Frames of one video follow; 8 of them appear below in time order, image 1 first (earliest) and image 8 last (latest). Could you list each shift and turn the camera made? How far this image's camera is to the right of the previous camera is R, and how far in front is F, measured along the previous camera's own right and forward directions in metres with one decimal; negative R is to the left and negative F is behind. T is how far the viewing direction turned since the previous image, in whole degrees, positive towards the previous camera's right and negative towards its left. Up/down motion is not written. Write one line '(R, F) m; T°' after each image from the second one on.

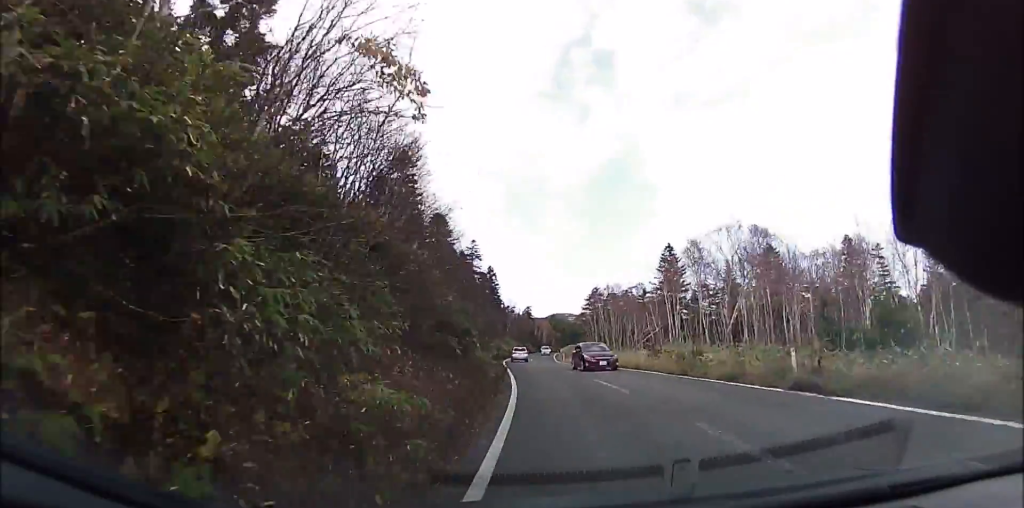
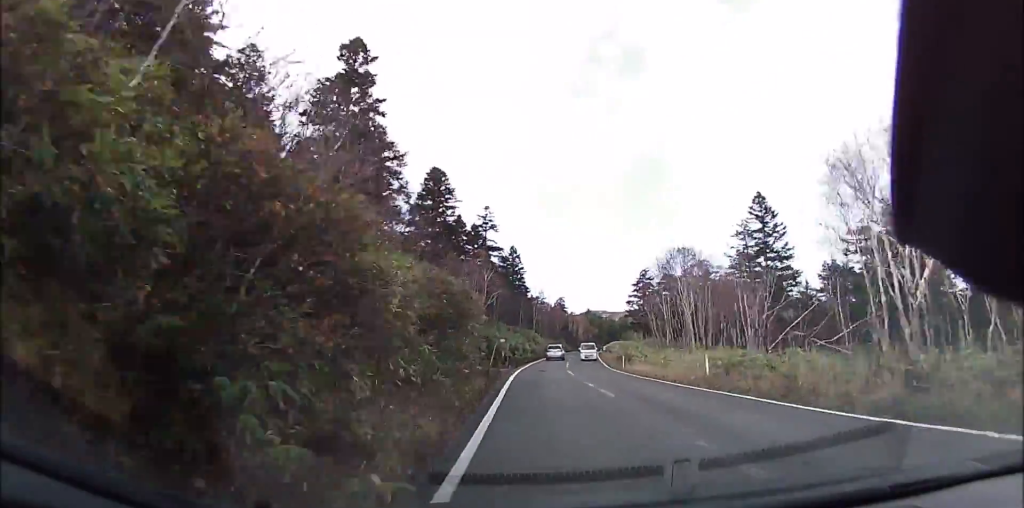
(-0.3, +20.8) m; -2°
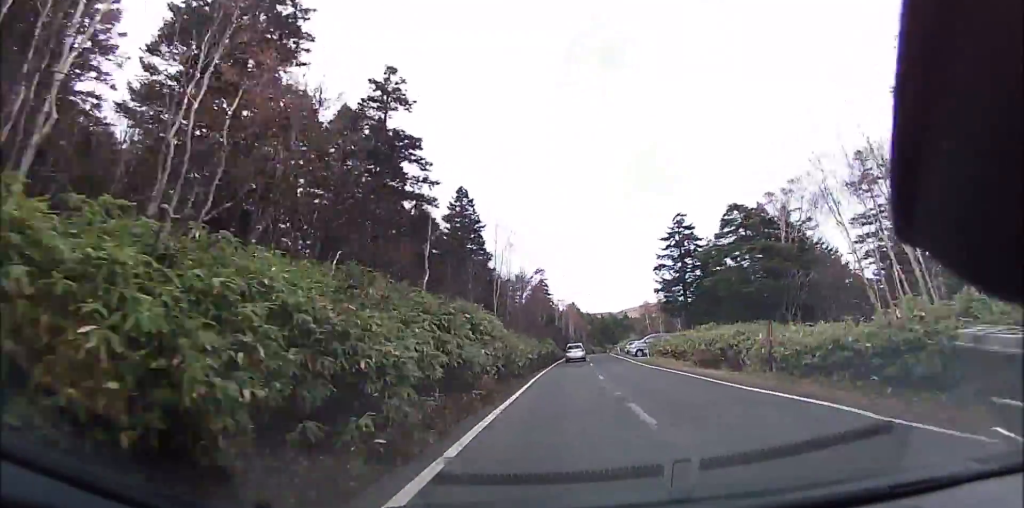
(-1.0, +34.6) m; -1°
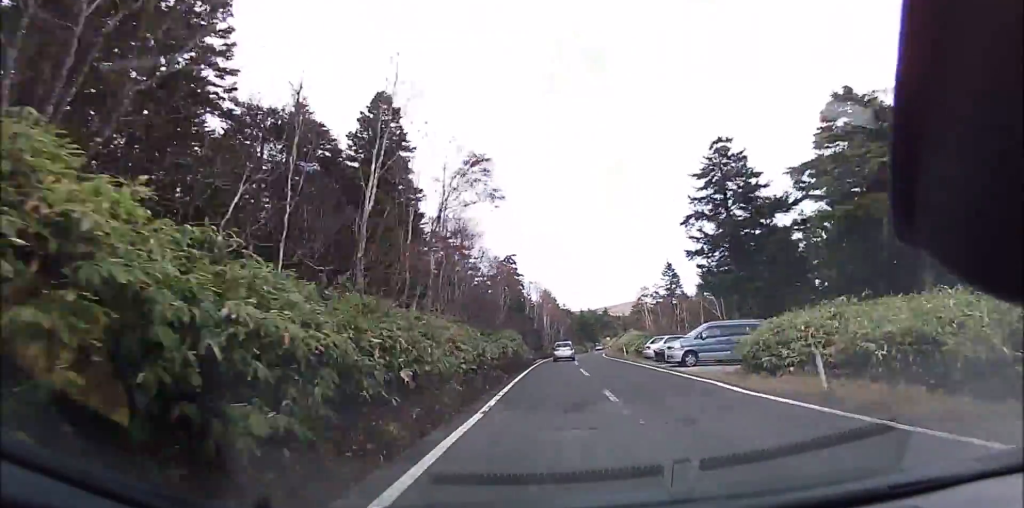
(+0.7, +18.8) m; +2°
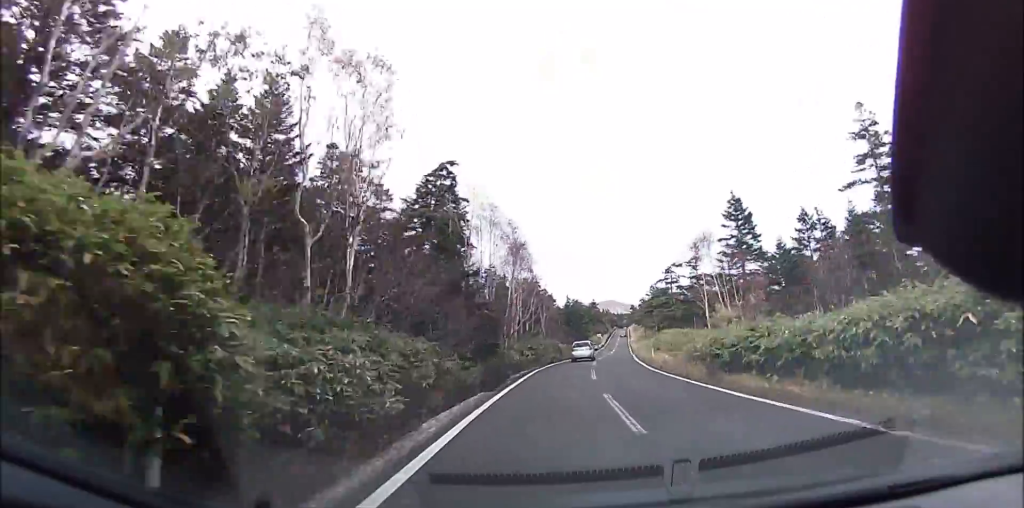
(+0.7, +30.4) m; +4°
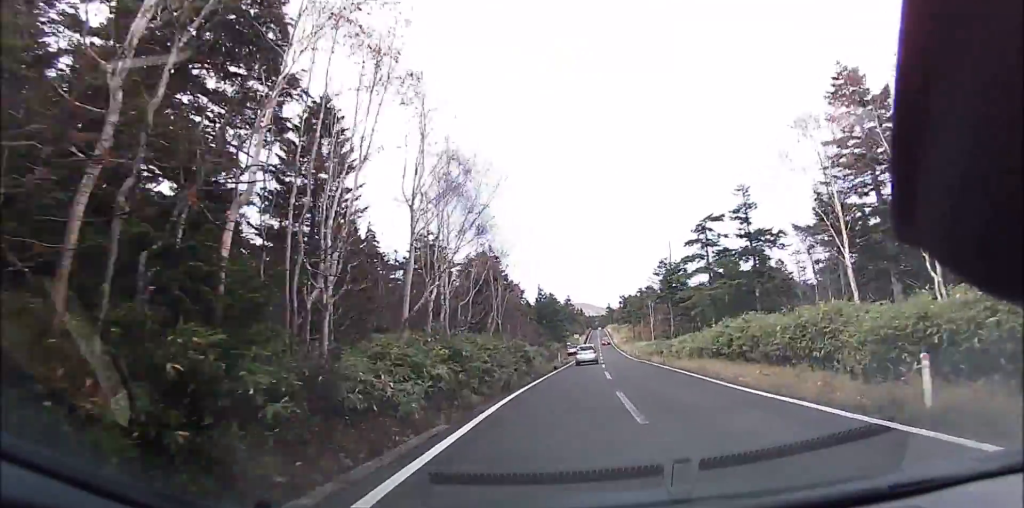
(+0.7, +20.1) m; +5°
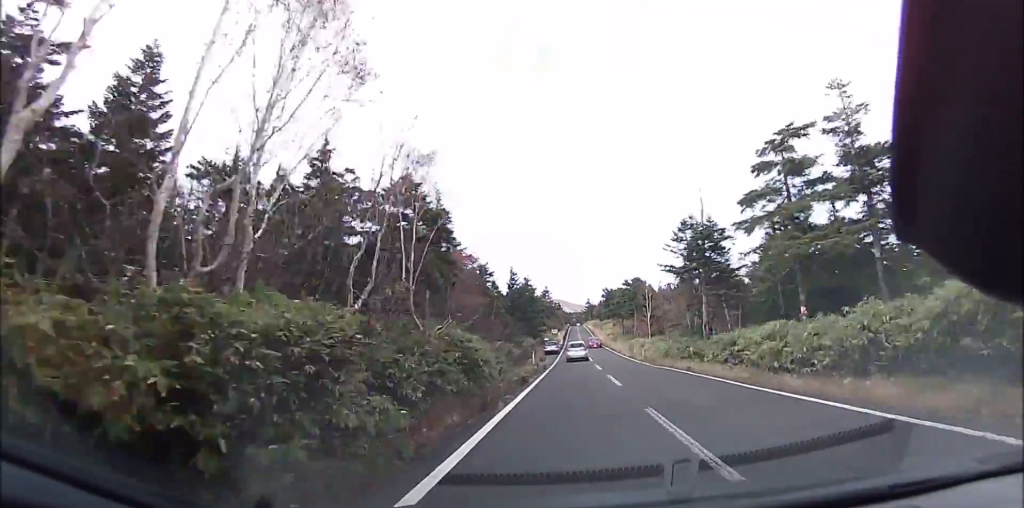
(+0.7, +14.1) m; +3°
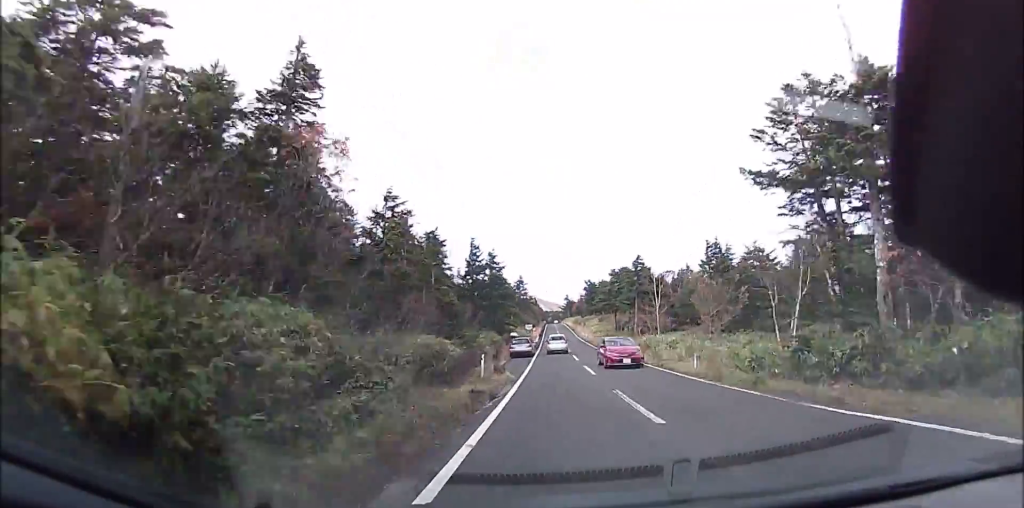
(+0.6, +16.2) m; +3°
